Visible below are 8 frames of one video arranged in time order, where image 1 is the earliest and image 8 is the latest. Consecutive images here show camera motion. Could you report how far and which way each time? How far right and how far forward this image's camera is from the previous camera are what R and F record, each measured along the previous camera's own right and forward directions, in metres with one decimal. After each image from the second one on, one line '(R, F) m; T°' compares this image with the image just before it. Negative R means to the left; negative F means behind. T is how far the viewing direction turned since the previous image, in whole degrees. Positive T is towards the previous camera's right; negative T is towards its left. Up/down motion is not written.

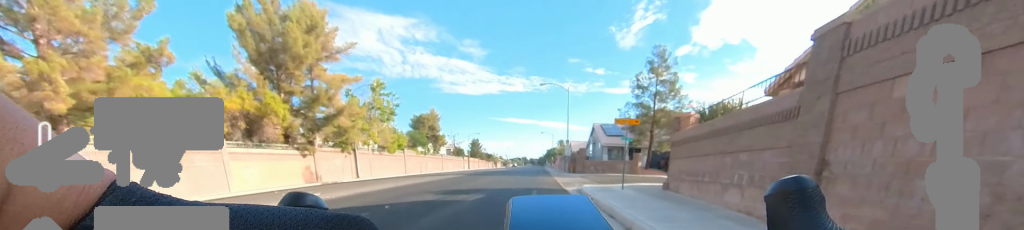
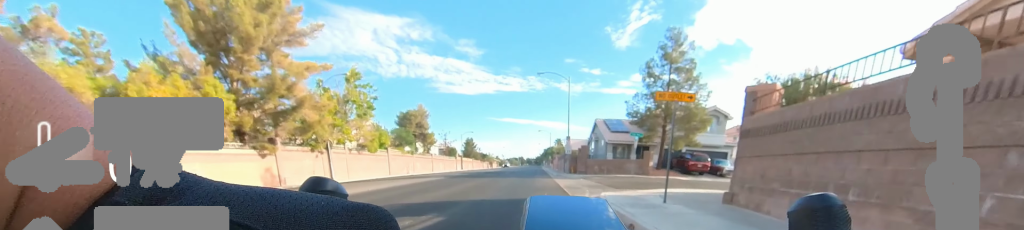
(0.0, +4.3) m; 0°
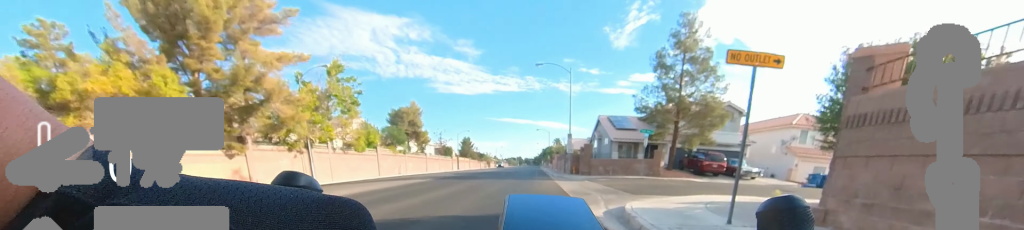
(0.0, +2.8) m; 0°
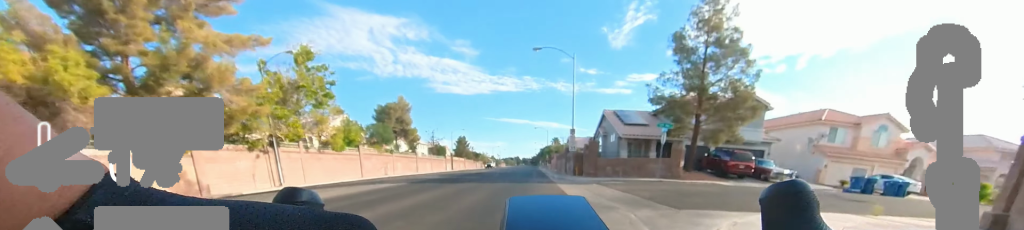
(0.0, +3.9) m; 0°
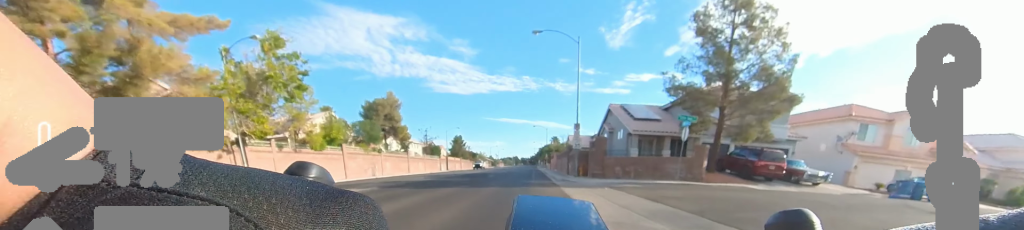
(0.0, +3.0) m; 0°
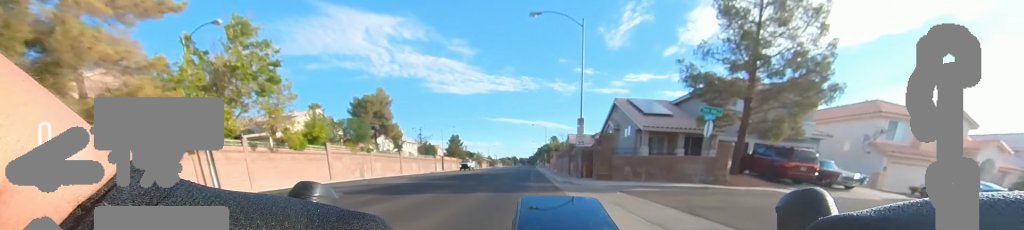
(0.0, +2.5) m; 0°
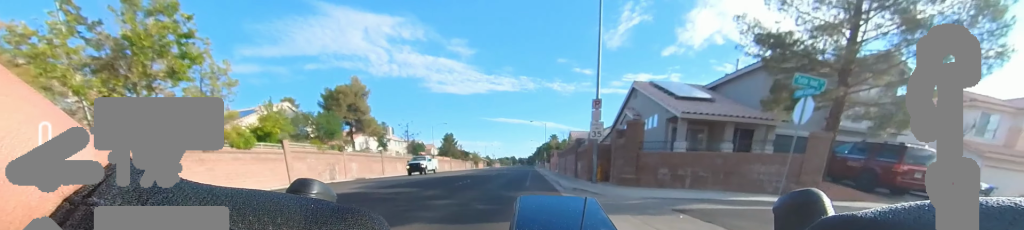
(0.0, +5.8) m; 0°
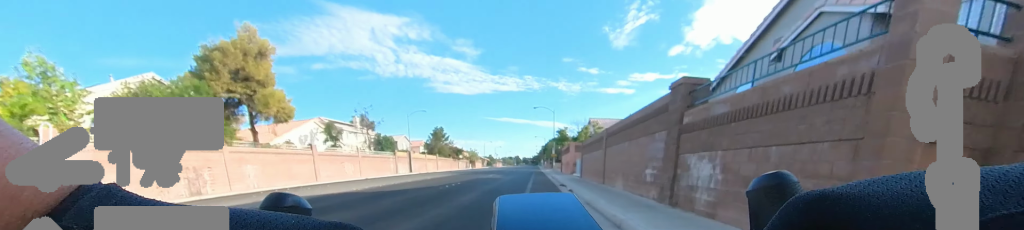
(0.0, +15.9) m; -2°
